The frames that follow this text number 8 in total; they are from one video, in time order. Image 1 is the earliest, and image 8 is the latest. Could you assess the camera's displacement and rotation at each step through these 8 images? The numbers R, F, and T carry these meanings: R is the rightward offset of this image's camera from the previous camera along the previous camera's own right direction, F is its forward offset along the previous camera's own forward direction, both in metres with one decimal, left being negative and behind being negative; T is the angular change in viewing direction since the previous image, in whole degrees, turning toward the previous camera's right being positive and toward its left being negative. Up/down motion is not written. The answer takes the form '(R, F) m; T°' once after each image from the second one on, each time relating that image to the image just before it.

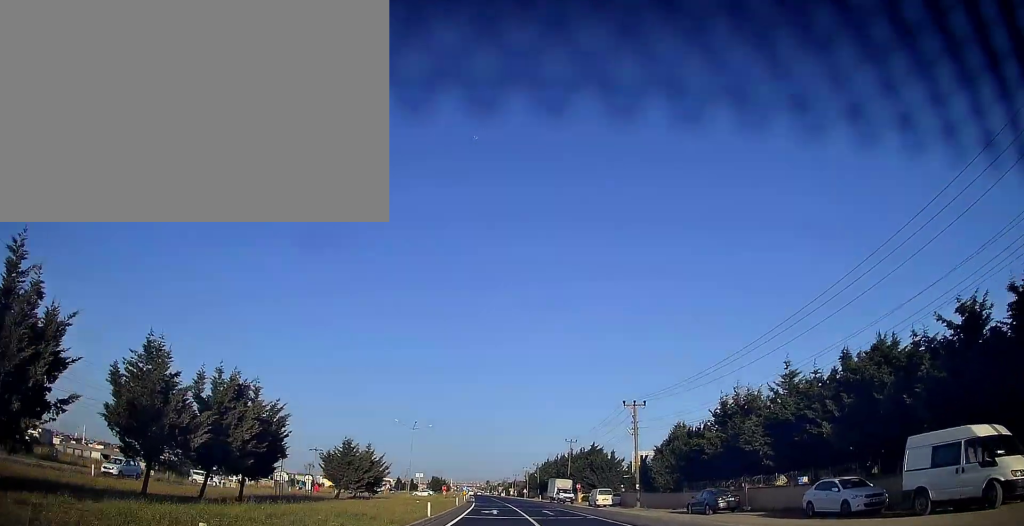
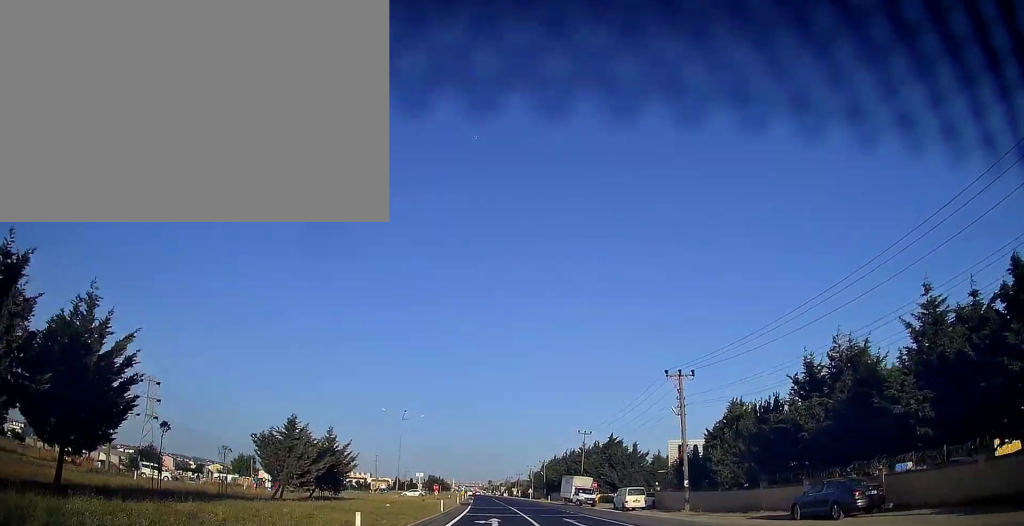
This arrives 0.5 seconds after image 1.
(+0.1, +13.4) m; 0°
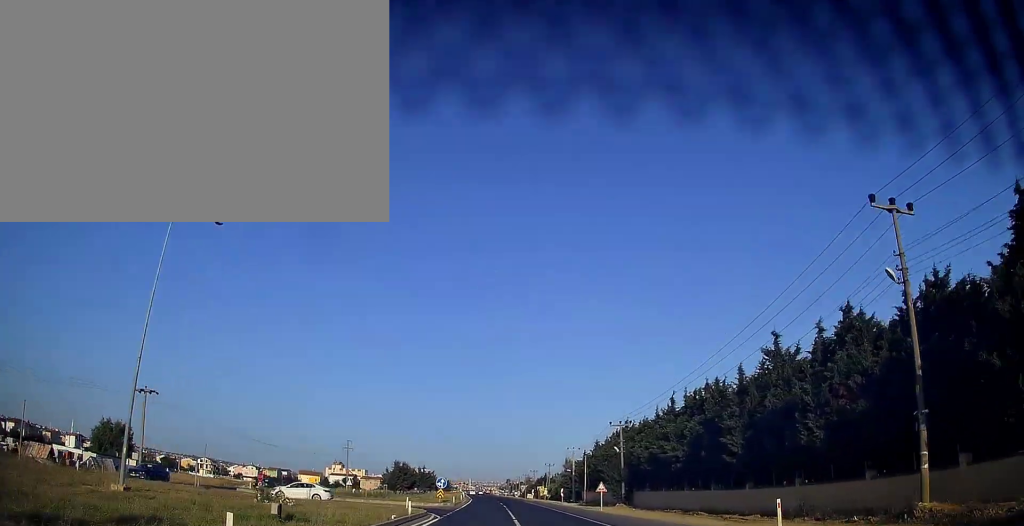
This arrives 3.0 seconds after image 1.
(-0.6, +67.3) m; -1°
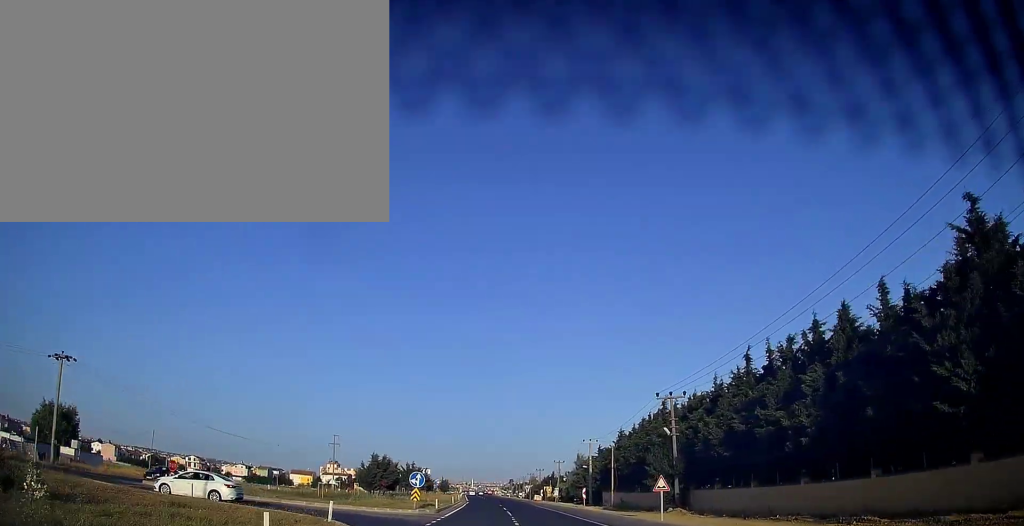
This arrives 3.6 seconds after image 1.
(-0.1, +16.7) m; -1°
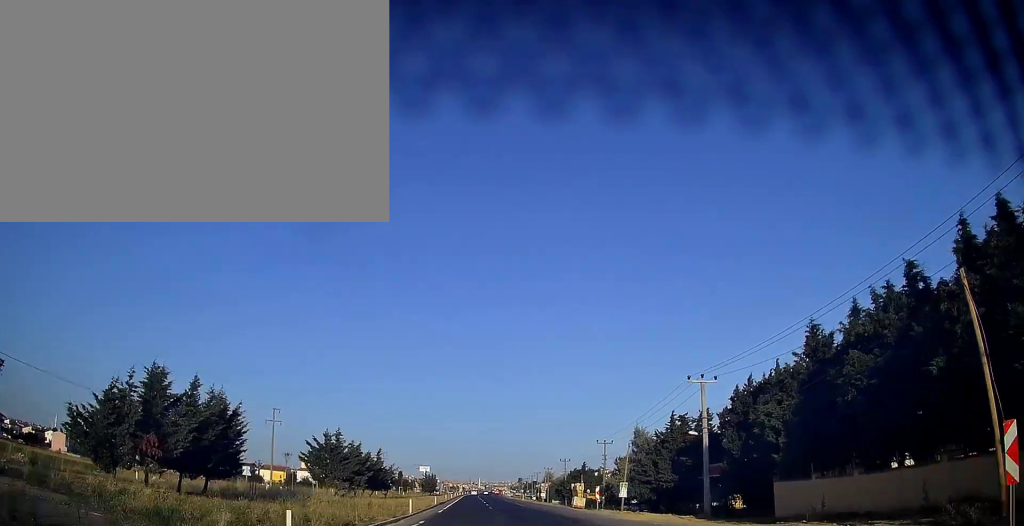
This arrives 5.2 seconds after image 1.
(-0.8, +46.9) m; -1°
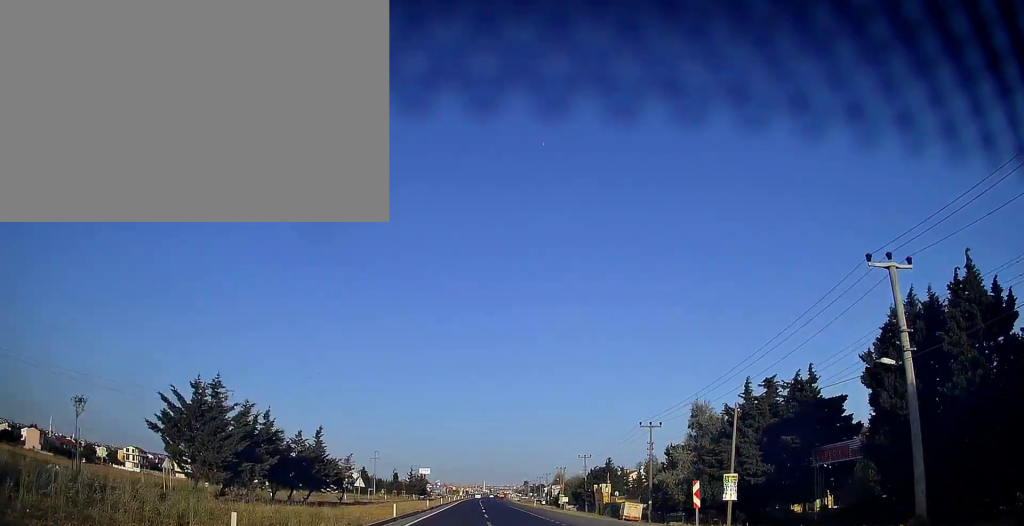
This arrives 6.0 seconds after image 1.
(+0.2, +21.8) m; 0°
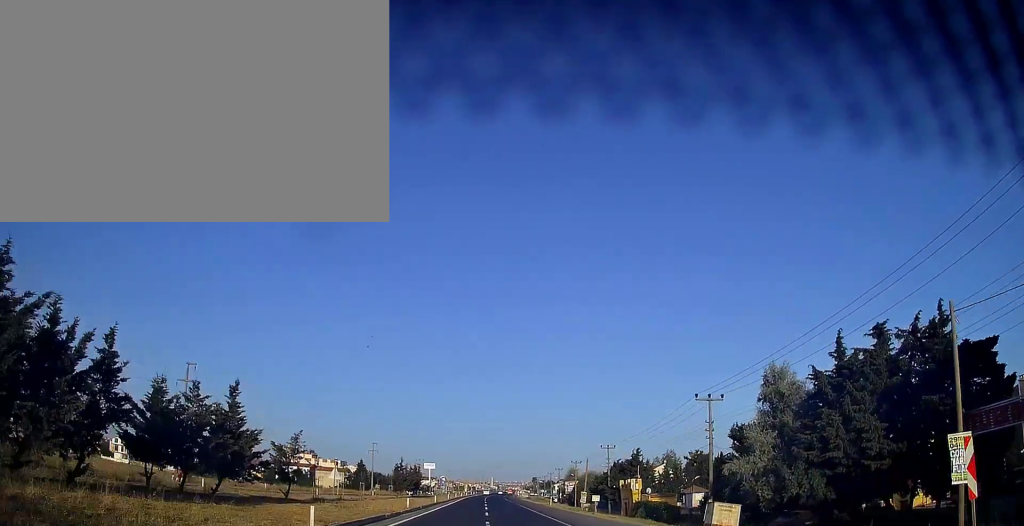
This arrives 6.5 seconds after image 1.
(+0.1, +14.3) m; 0°
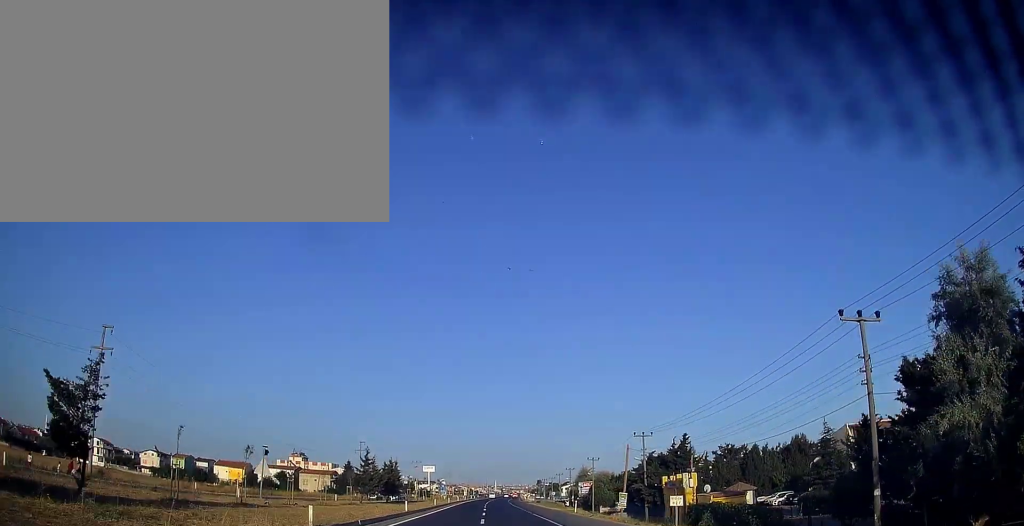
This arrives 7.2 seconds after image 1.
(-0.3, +19.1) m; -1°
